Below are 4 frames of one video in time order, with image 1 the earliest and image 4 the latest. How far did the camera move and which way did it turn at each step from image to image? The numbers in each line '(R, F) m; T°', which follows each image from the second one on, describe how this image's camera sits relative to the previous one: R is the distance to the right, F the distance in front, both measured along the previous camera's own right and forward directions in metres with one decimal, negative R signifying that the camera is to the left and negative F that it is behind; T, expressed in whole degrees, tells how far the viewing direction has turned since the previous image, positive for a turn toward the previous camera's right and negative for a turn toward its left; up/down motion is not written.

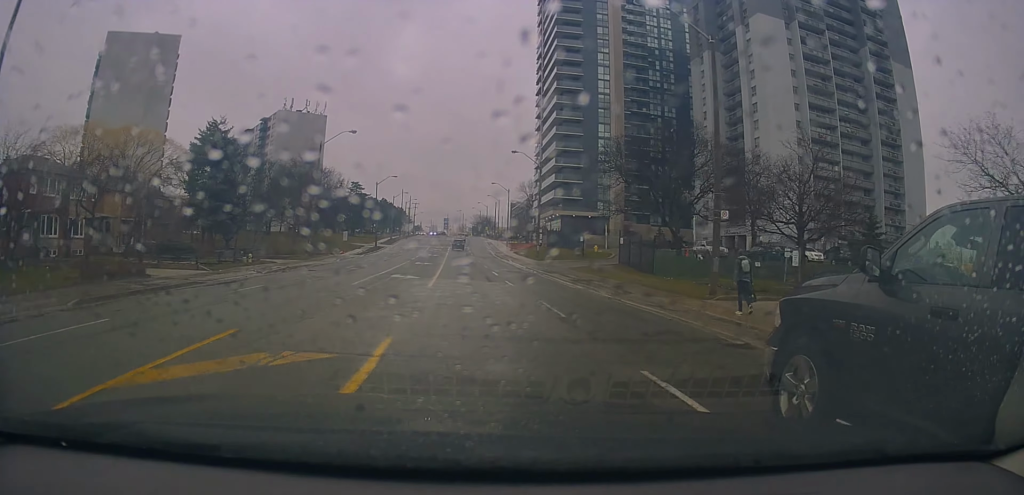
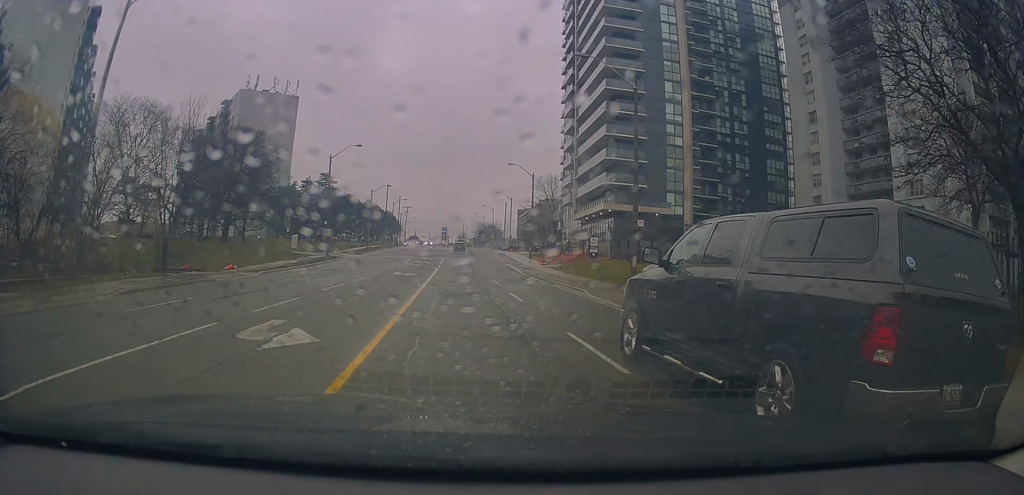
(+0.1, +33.6) m; -1°
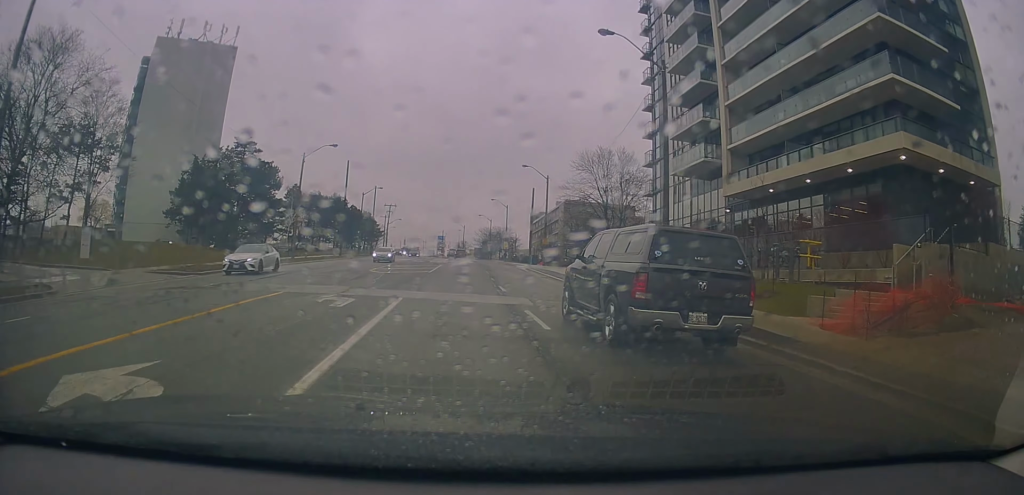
(+1.2, +45.4) m; +1°
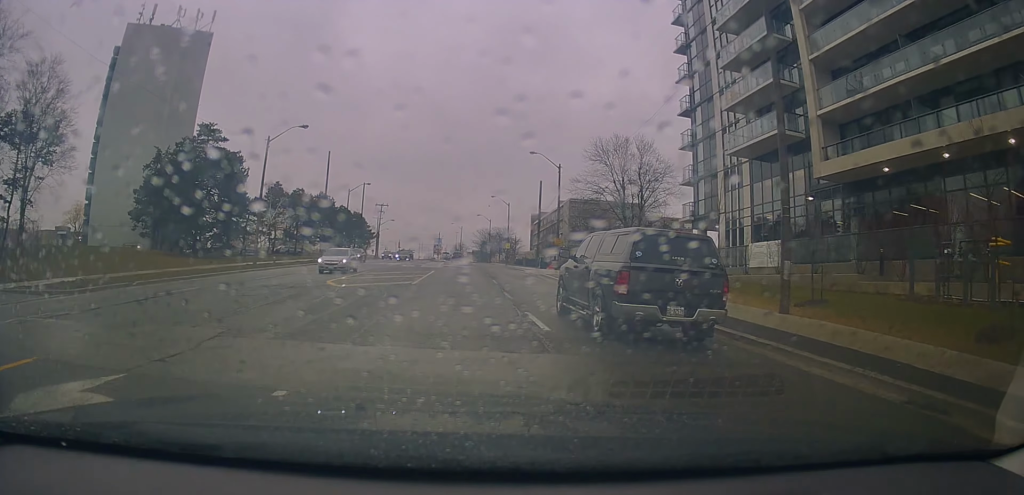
(-0.2, +9.9) m; -1°
